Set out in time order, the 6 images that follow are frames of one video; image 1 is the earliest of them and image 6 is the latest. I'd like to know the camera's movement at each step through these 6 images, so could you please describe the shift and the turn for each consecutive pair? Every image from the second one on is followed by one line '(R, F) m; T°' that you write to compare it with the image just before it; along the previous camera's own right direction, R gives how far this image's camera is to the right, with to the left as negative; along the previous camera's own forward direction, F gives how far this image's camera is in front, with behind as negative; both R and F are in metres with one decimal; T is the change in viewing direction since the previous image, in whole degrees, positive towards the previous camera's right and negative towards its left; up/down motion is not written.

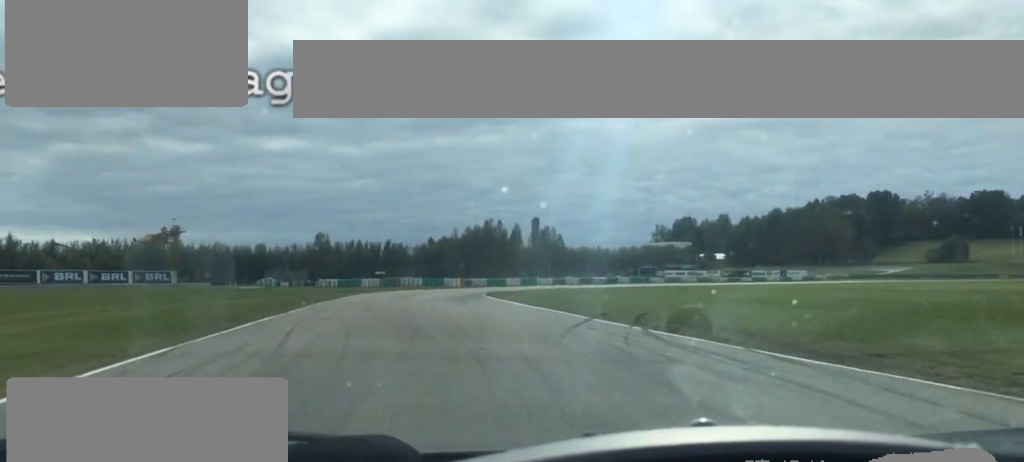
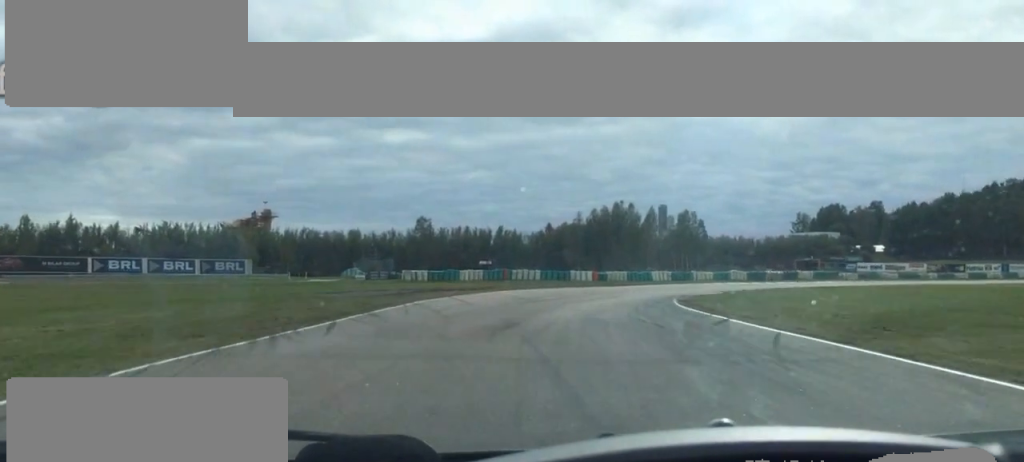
(-2.3, +34.0) m; -3°
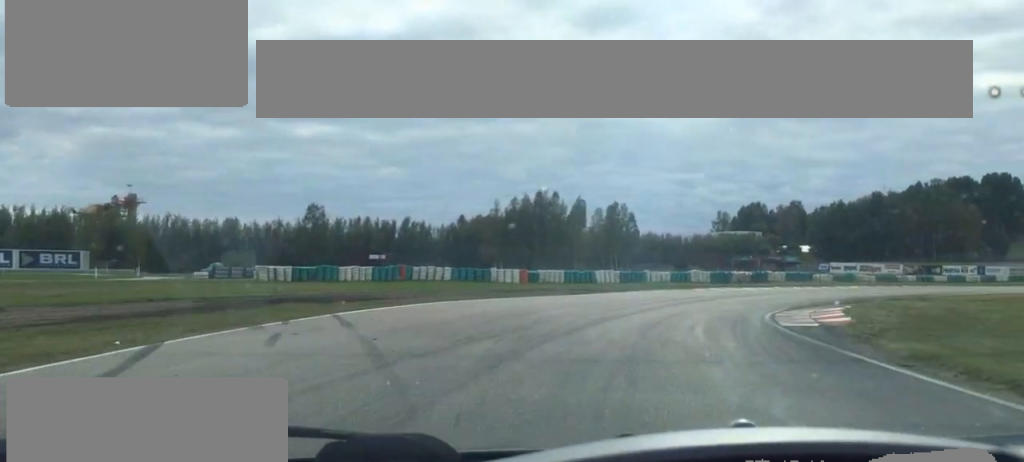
(+0.4, +25.1) m; +6°
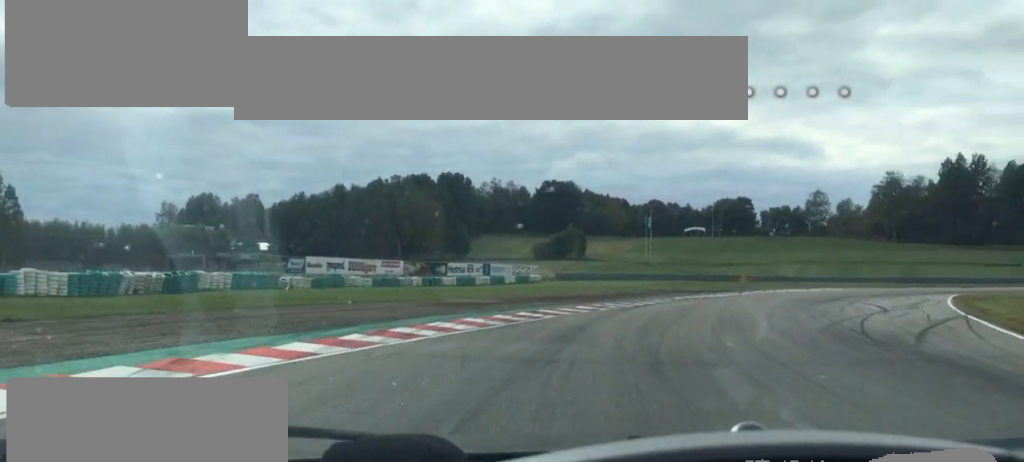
(+12.3, +44.8) m; +30°
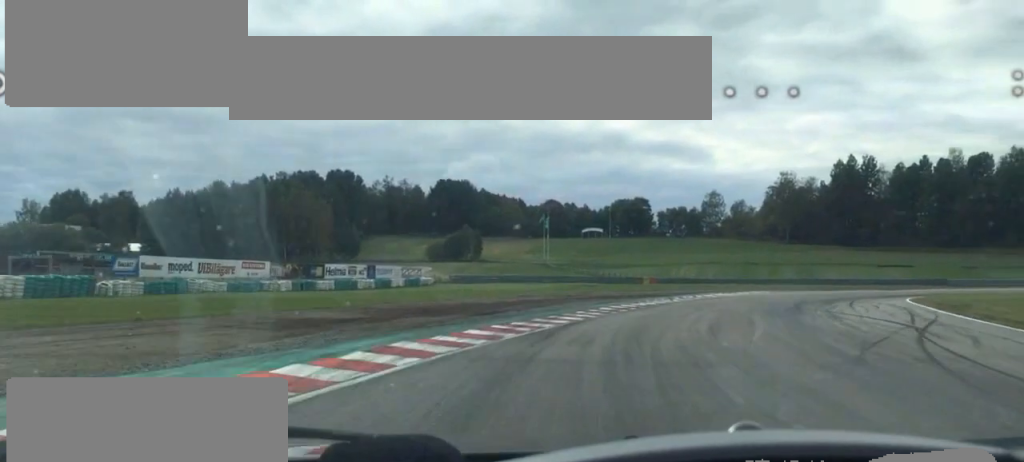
(+0.5, +9.8) m; +5°
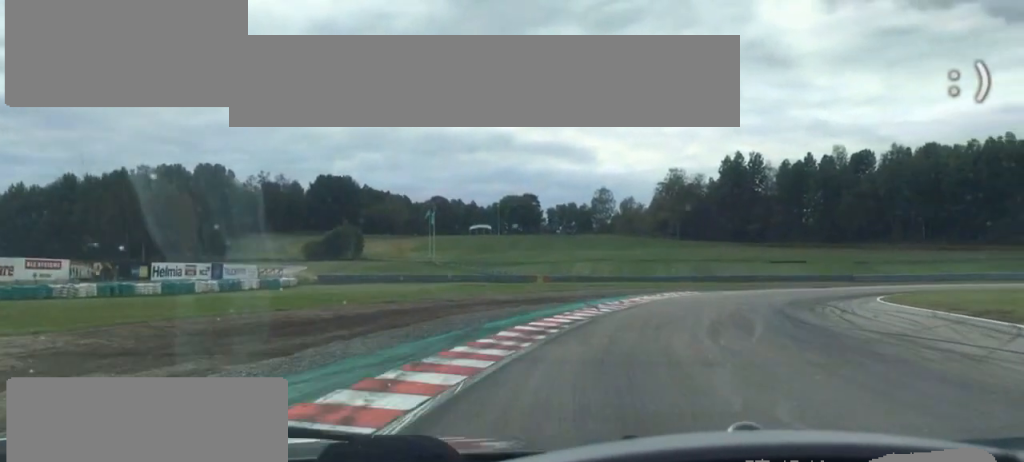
(+0.8, +12.3) m; +6°
